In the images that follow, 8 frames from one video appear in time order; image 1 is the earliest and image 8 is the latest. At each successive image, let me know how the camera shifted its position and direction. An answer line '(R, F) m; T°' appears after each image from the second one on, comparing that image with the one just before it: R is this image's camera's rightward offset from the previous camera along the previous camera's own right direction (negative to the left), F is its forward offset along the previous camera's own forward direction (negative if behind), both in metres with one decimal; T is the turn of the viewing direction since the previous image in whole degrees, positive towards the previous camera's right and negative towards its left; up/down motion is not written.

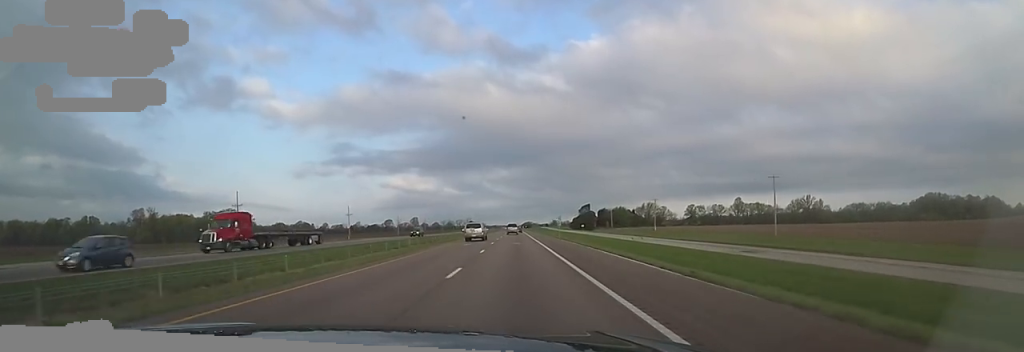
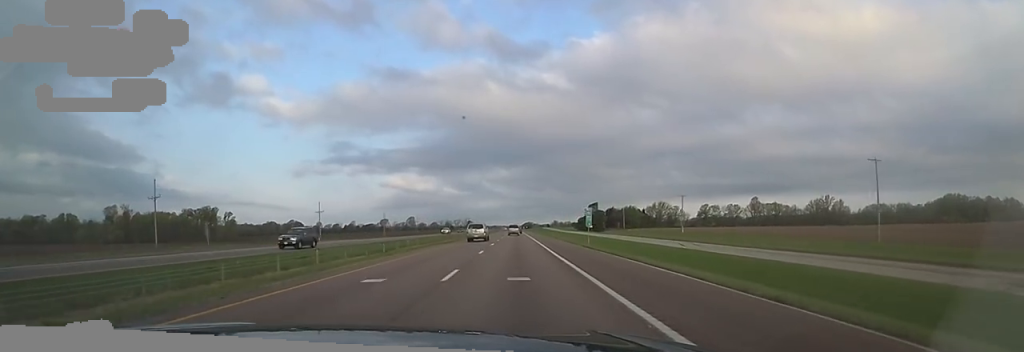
(-0.4, +25.2) m; -1°
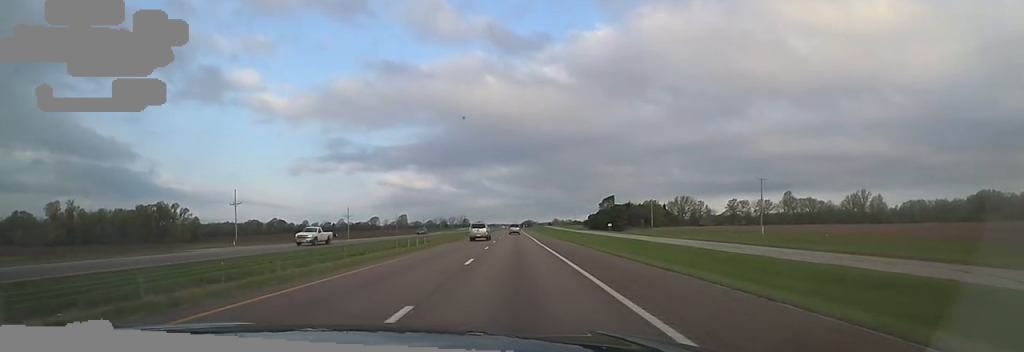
(-0.7, +43.3) m; +1°
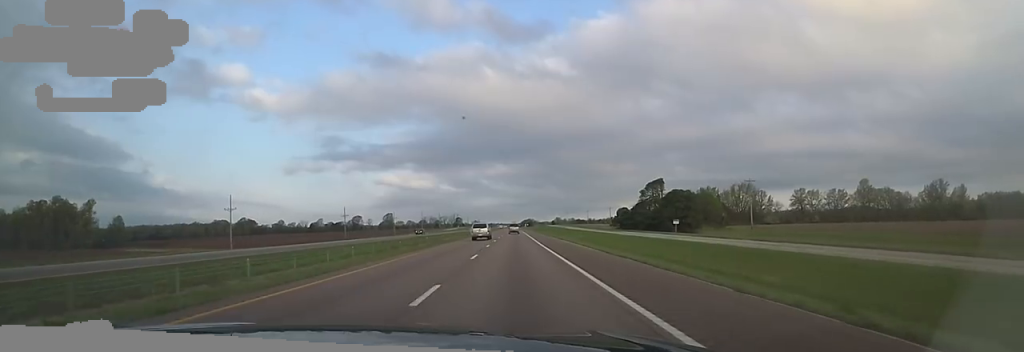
(+0.5, +69.8) m; -2°
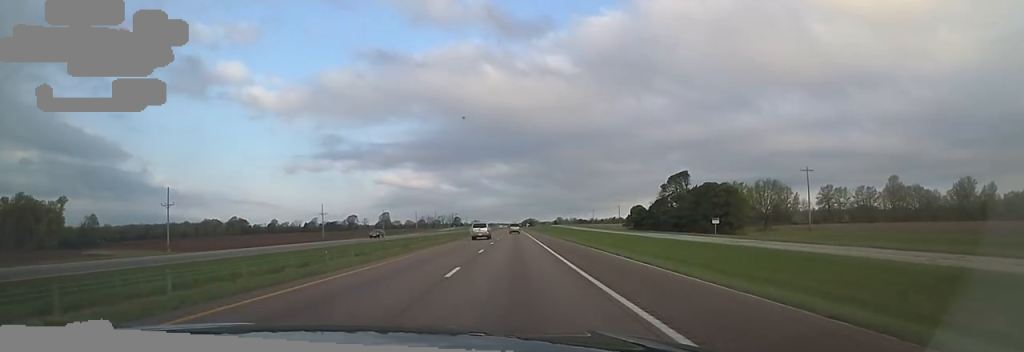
(-0.2, +19.9) m; 0°
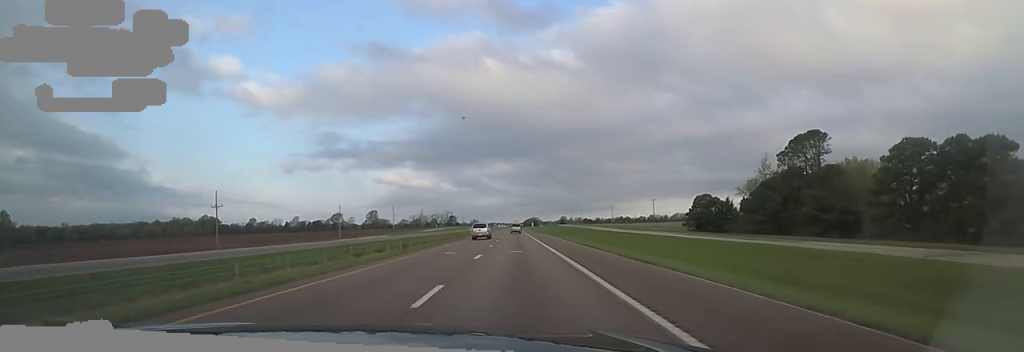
(+1.8, +55.4) m; +2°
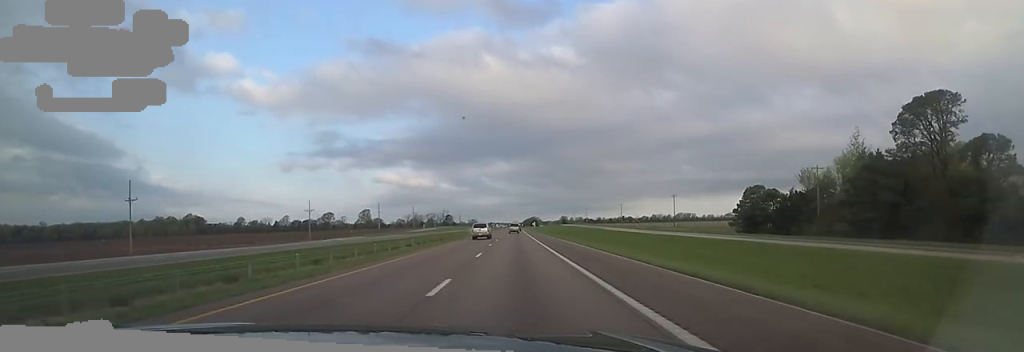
(-0.7, +23.3) m; -1°
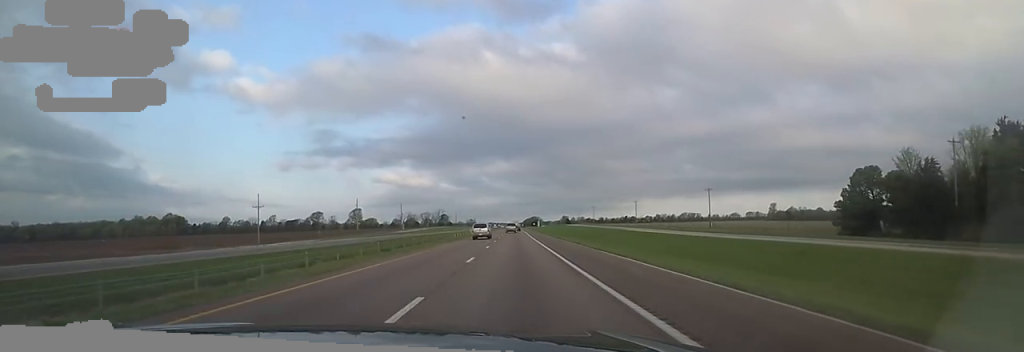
(-0.4, +27.9) m; -1°
